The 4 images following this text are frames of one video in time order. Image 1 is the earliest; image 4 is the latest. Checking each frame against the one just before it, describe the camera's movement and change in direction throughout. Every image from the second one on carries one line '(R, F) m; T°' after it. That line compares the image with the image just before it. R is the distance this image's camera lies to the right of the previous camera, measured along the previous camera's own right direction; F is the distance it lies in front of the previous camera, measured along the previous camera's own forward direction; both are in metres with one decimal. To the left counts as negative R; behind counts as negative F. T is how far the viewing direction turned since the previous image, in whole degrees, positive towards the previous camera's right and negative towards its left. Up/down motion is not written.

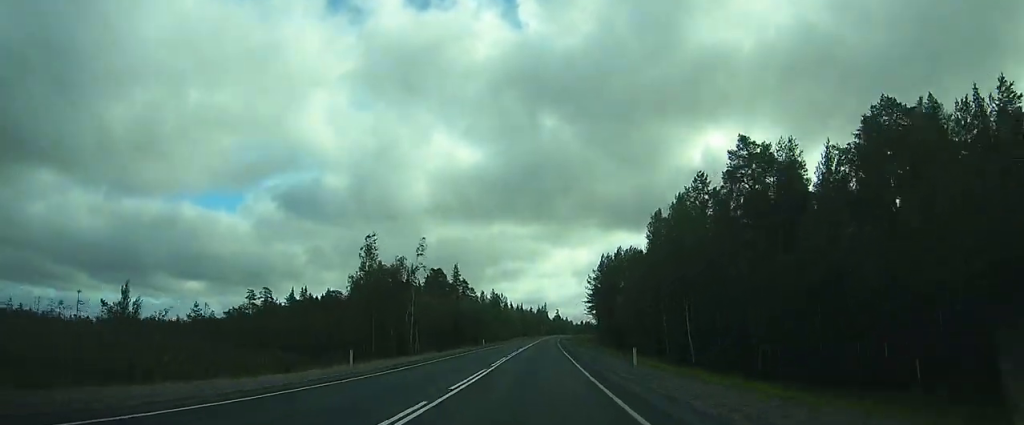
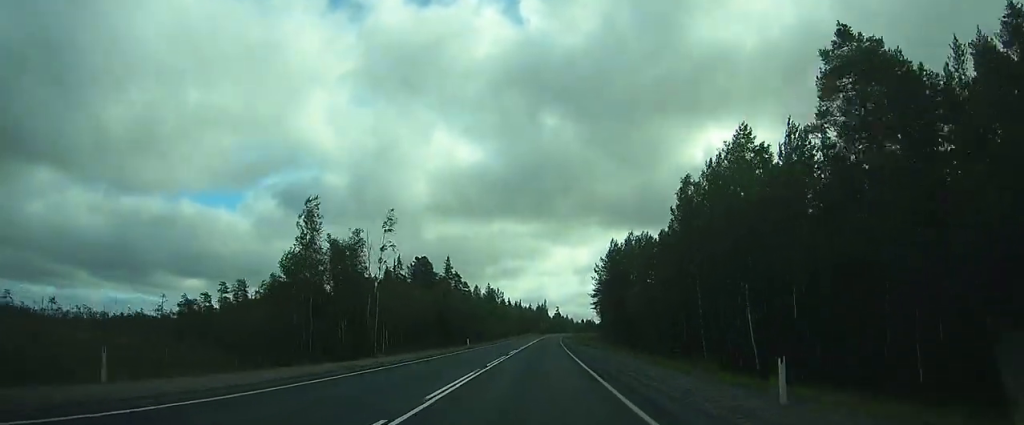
(0.0, +16.8) m; 0°
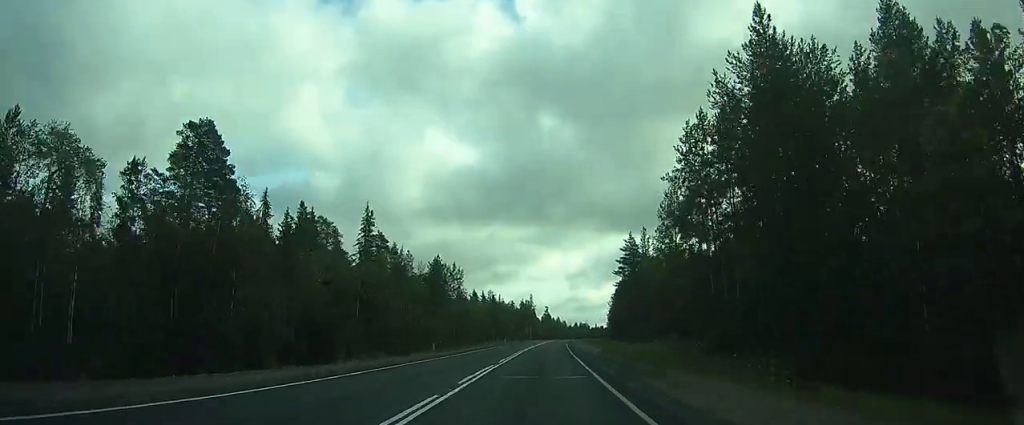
(+0.5, +71.5) m; +1°
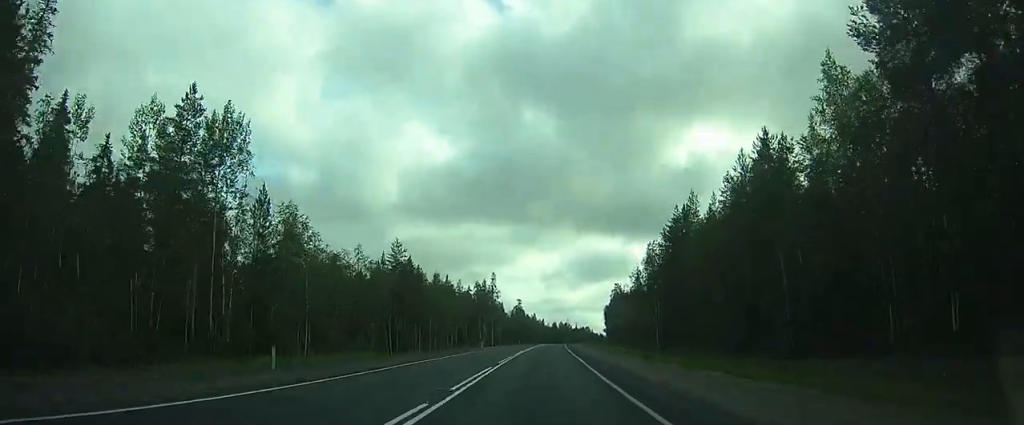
(+2.3, +72.6) m; +3°
